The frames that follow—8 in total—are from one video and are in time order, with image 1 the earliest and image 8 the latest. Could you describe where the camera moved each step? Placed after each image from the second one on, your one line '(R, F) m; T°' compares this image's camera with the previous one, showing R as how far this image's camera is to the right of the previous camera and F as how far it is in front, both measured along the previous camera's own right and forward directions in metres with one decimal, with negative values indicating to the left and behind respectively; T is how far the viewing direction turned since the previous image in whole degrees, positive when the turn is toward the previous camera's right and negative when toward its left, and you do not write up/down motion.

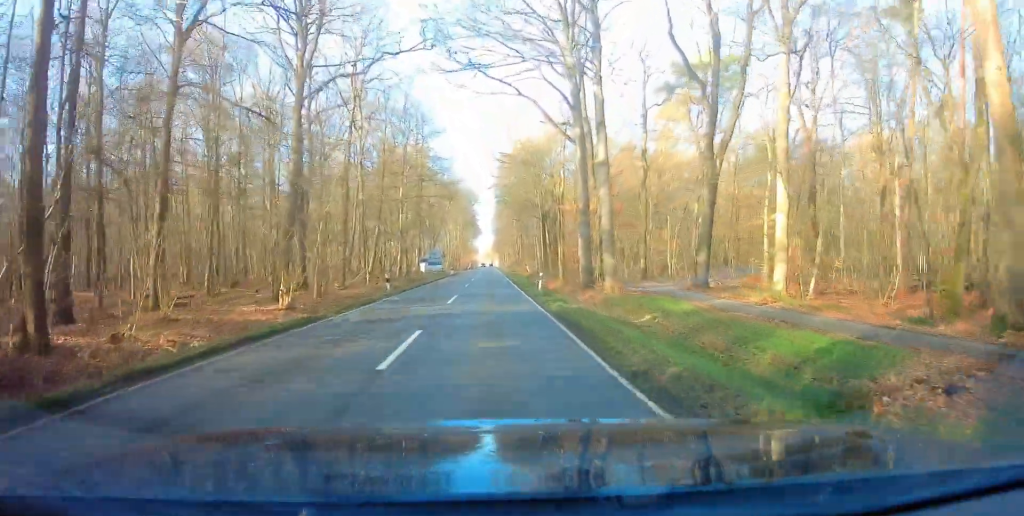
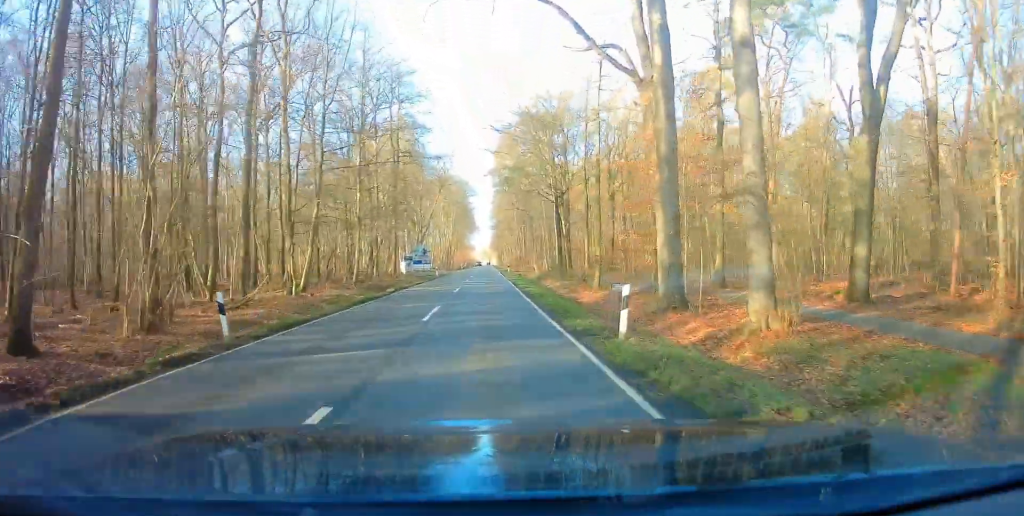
(+0.2, +18.0) m; +1°
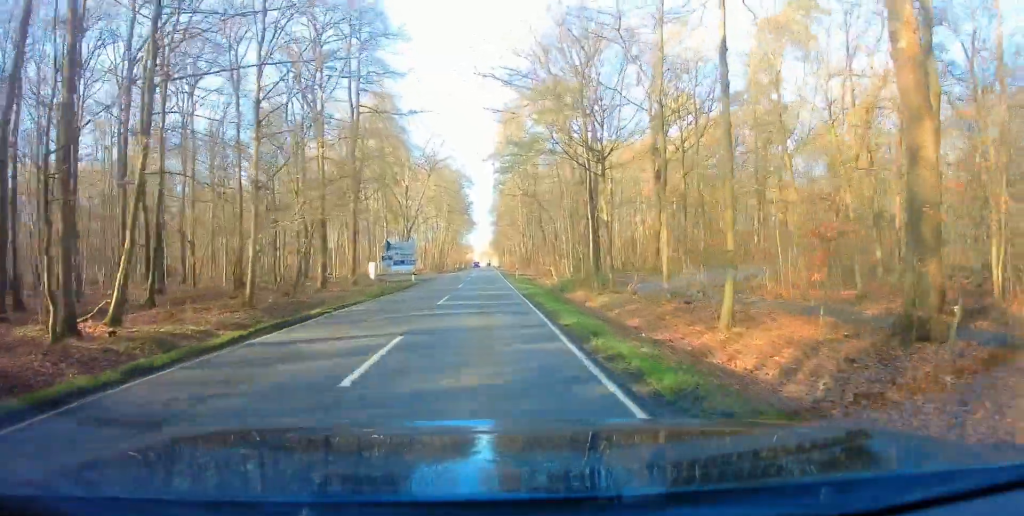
(0.0, +18.9) m; +1°
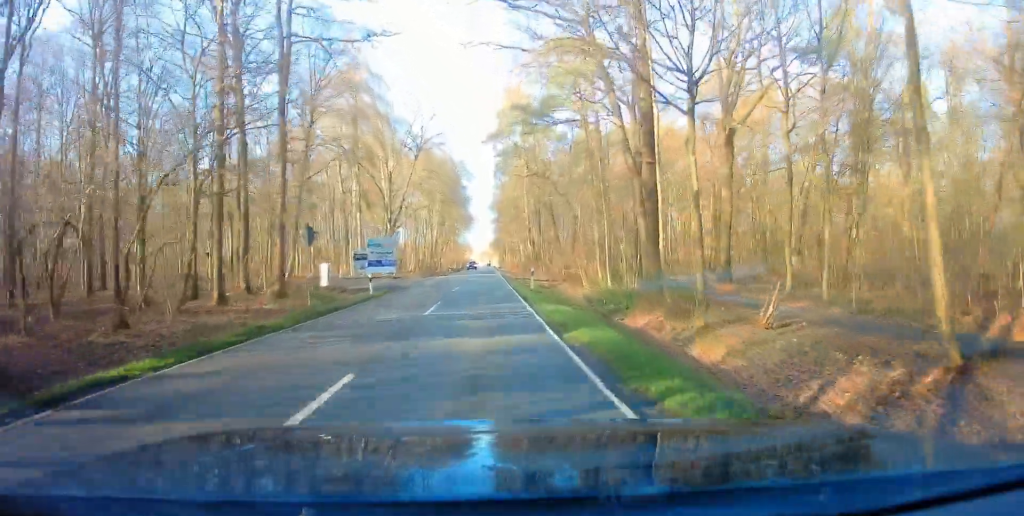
(+0.2, +15.4) m; +1°
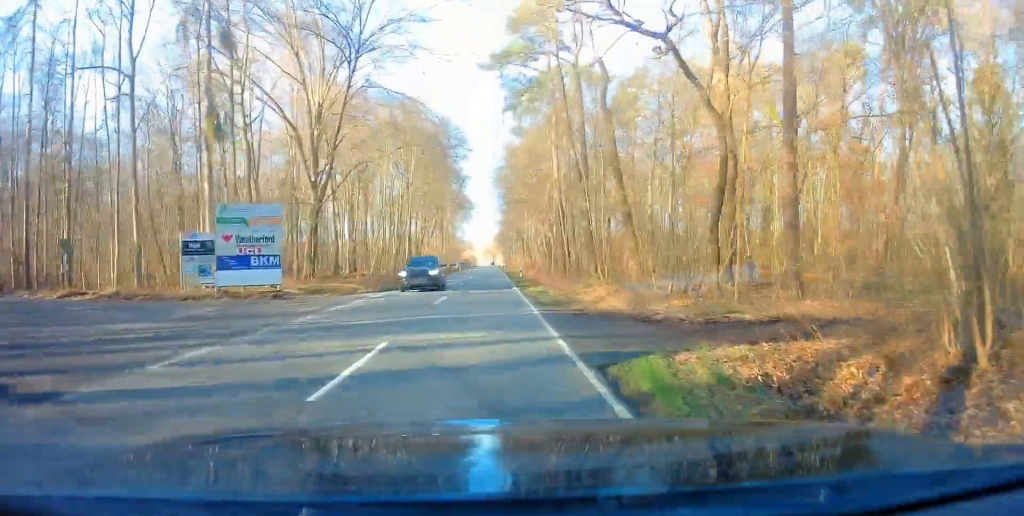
(+0.2, +33.5) m; 0°
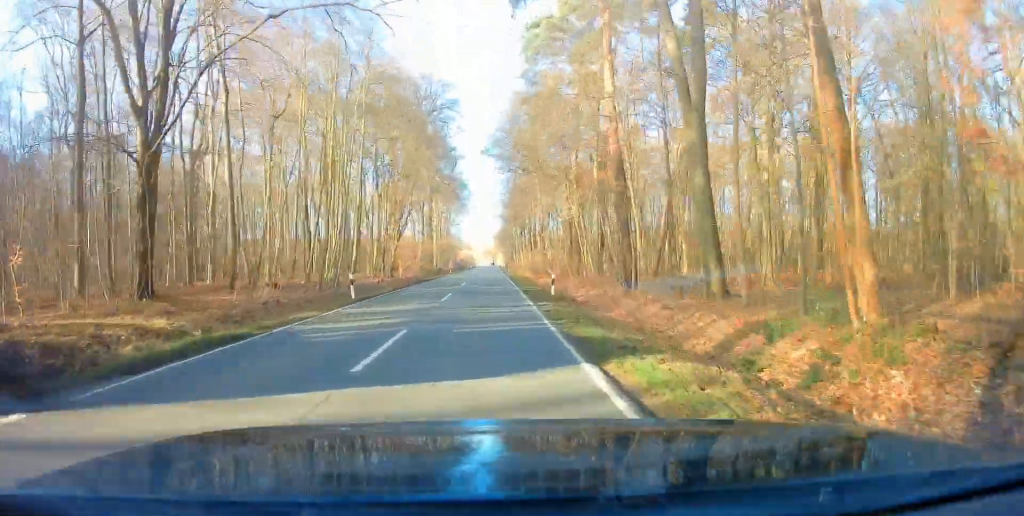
(-0.2, +22.2) m; -1°
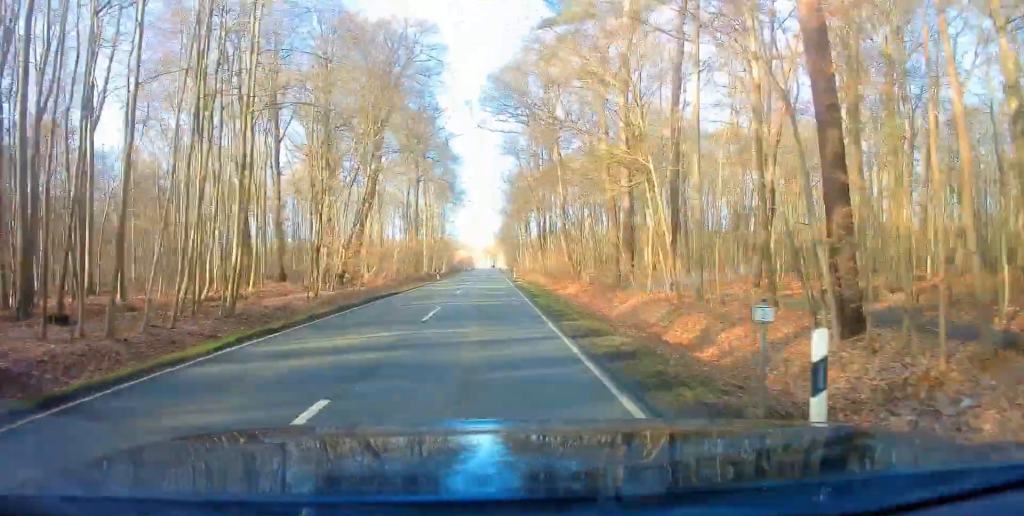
(-0.2, +17.2) m; 0°
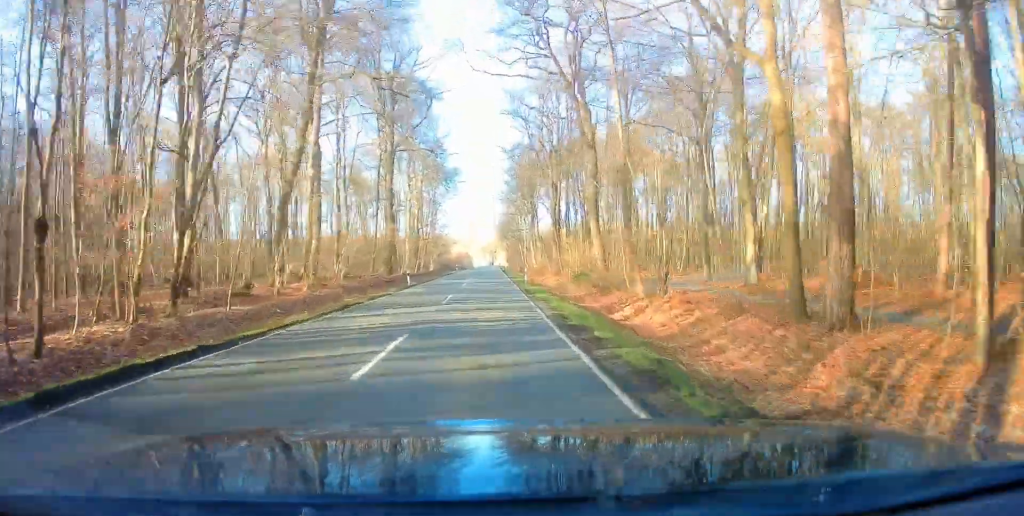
(0.0, +18.5) m; +2°
